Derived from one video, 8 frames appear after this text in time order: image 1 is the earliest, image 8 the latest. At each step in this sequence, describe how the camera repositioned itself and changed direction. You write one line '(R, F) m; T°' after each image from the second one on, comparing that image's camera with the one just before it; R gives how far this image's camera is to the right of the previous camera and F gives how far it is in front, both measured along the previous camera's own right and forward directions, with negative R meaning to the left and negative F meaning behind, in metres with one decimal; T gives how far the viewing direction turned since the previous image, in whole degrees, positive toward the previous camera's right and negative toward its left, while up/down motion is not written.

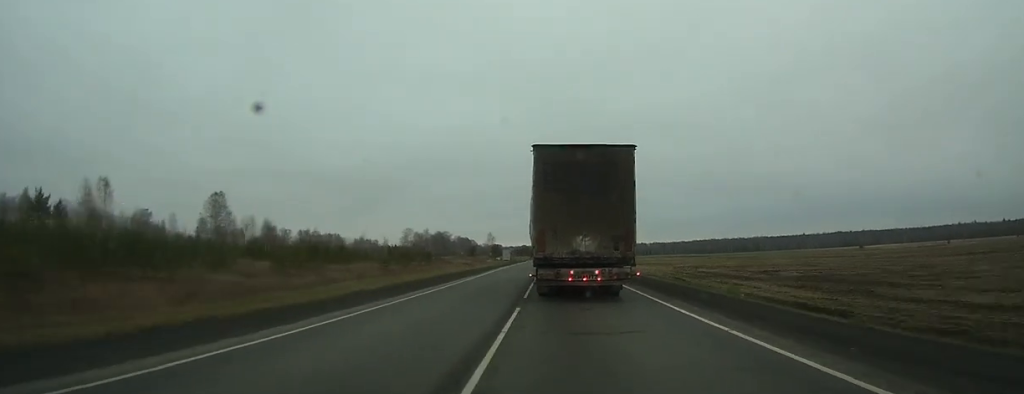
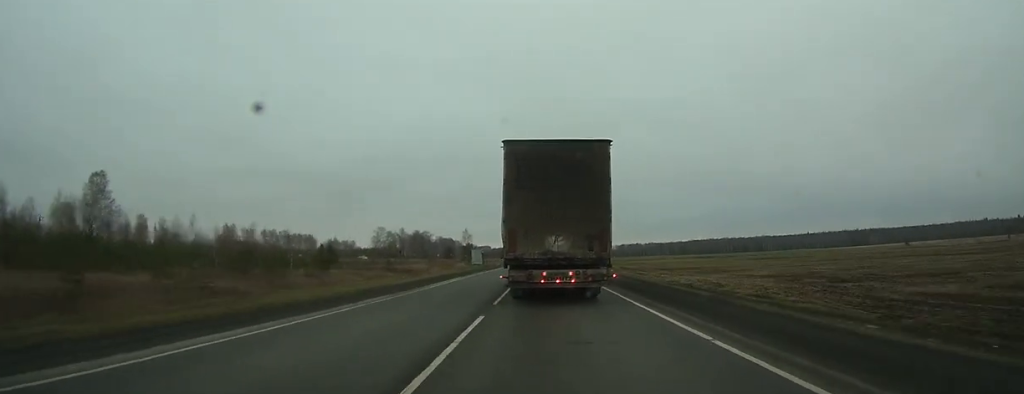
(+0.2, +49.9) m; 0°
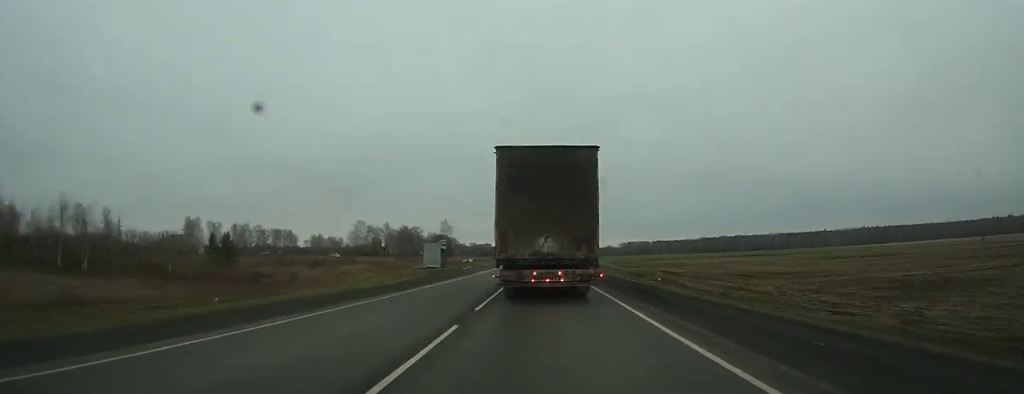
(+0.1, +50.7) m; 0°
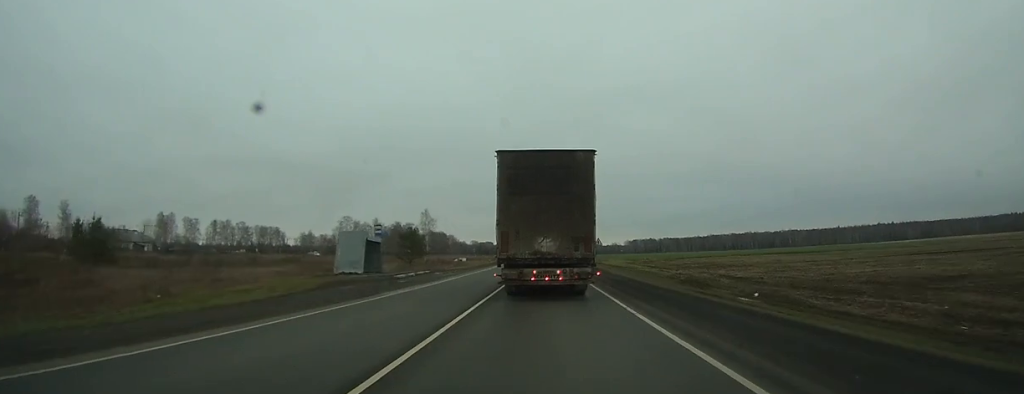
(0.0, +32.4) m; 0°
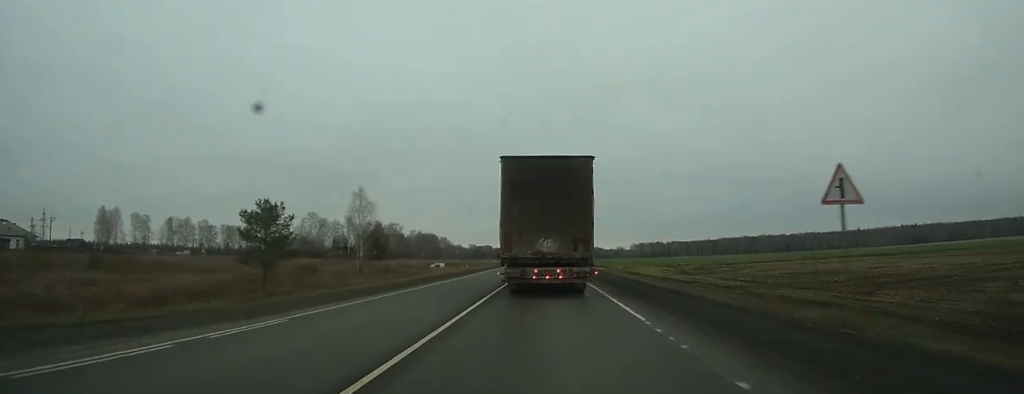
(-0.2, +52.6) m; -1°
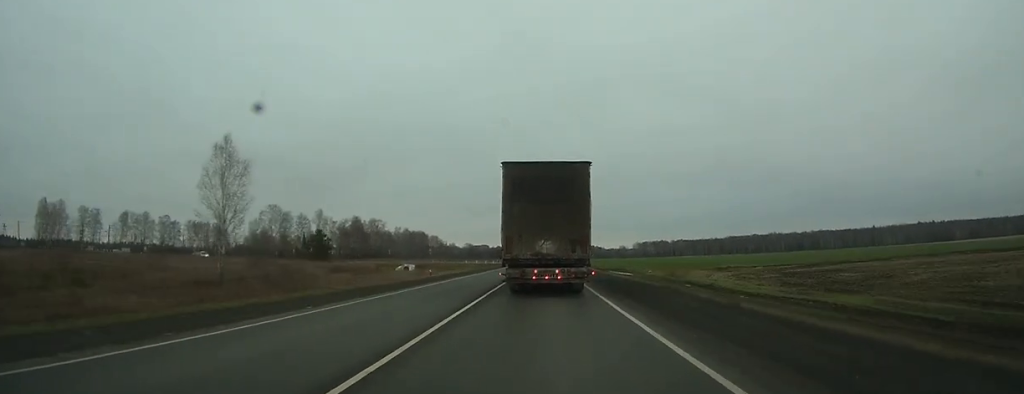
(-0.2, +40.8) m; 0°
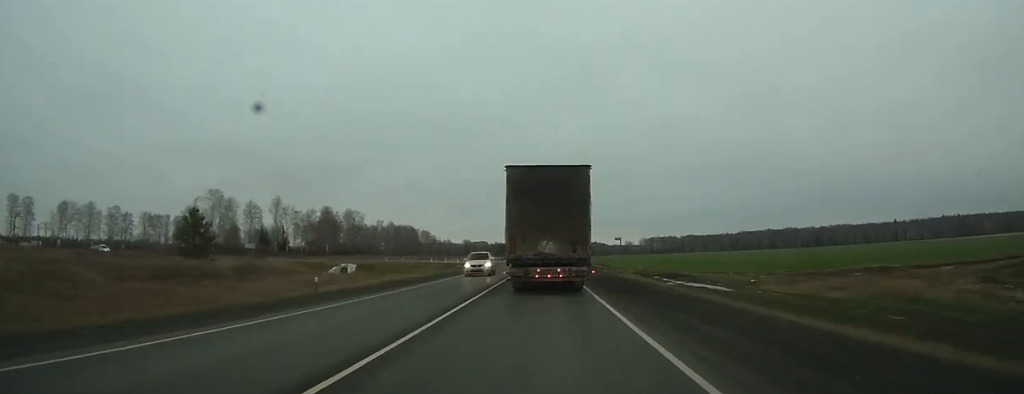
(+0.1, +46.7) m; 0°
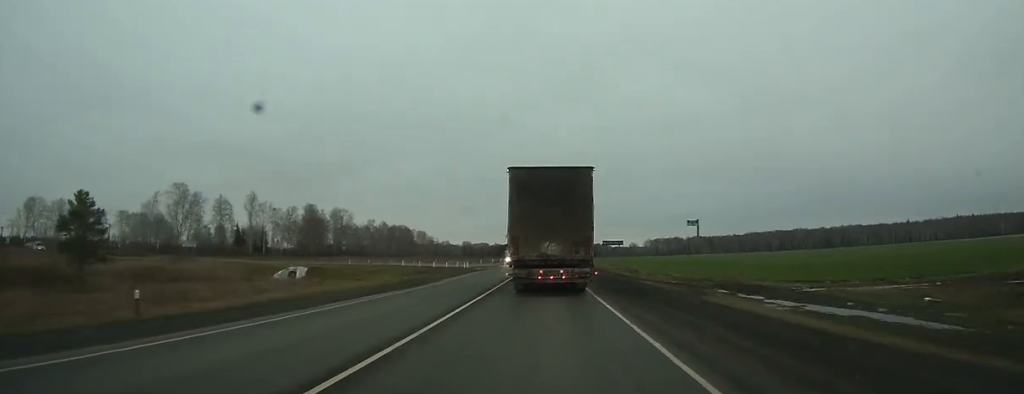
(0.0, +22.0) m; 0°
